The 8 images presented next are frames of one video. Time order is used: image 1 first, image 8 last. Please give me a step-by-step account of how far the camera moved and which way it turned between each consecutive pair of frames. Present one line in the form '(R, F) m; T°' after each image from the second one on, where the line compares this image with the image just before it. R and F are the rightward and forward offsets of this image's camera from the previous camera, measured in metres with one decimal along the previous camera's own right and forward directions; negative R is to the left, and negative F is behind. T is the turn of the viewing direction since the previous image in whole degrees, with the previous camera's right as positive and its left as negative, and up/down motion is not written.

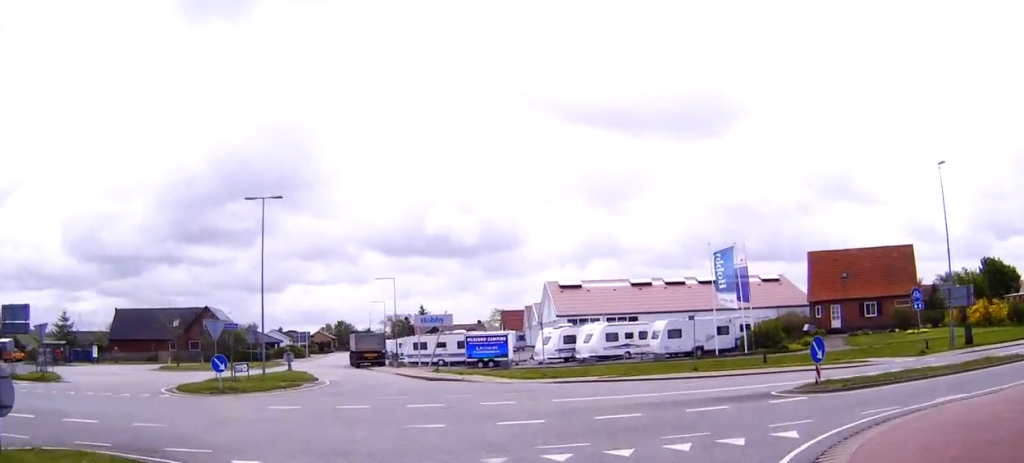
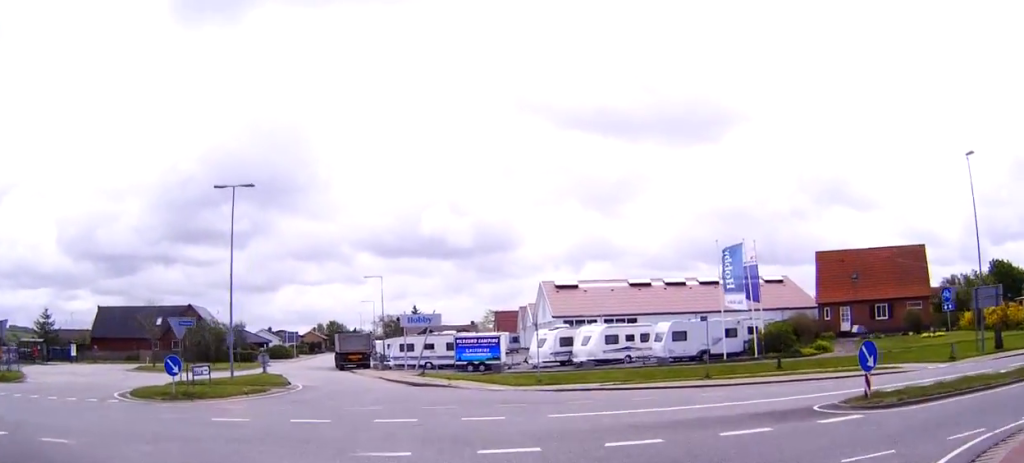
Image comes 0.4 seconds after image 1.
(0.0, +3.7) m; 0°
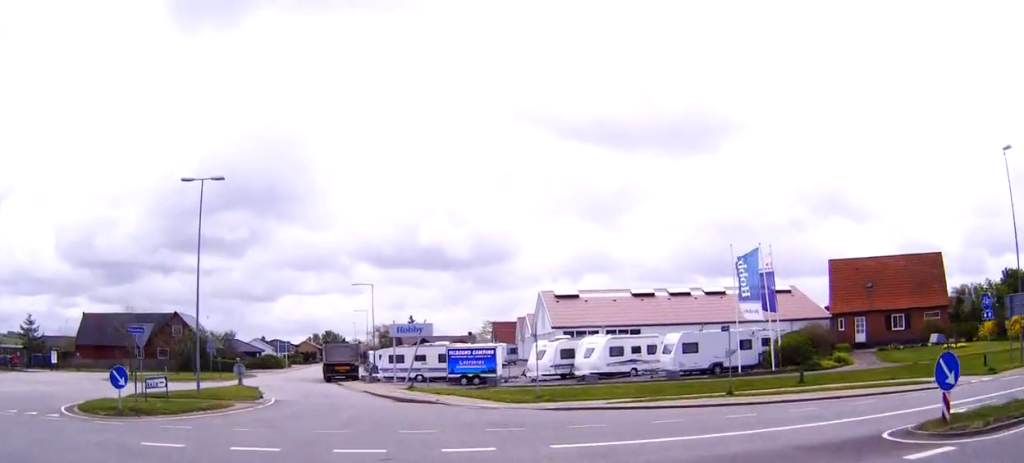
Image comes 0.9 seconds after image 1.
(0.0, +3.9) m; 0°
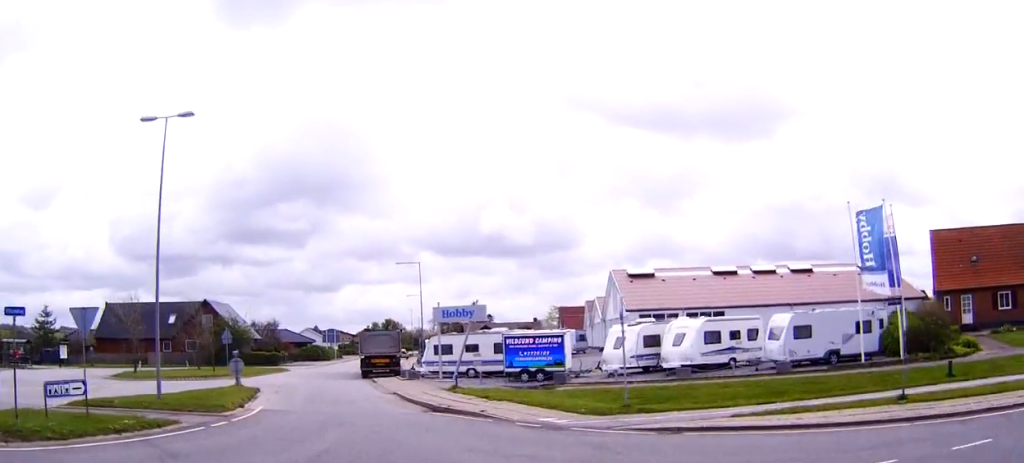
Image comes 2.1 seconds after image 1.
(-0.1, +9.3) m; -3°
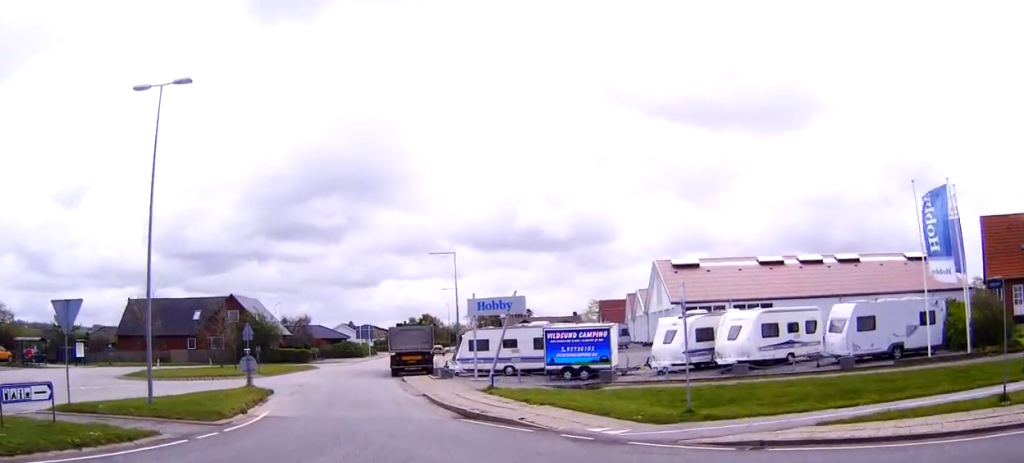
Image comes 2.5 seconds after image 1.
(-0.2, +3.0) m; -3°
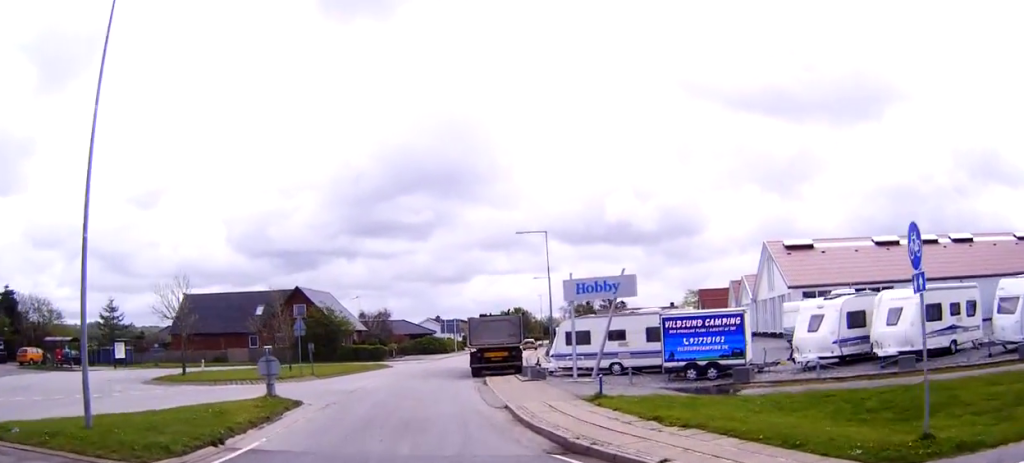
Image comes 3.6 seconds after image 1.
(-0.5, +7.2) m; -7°
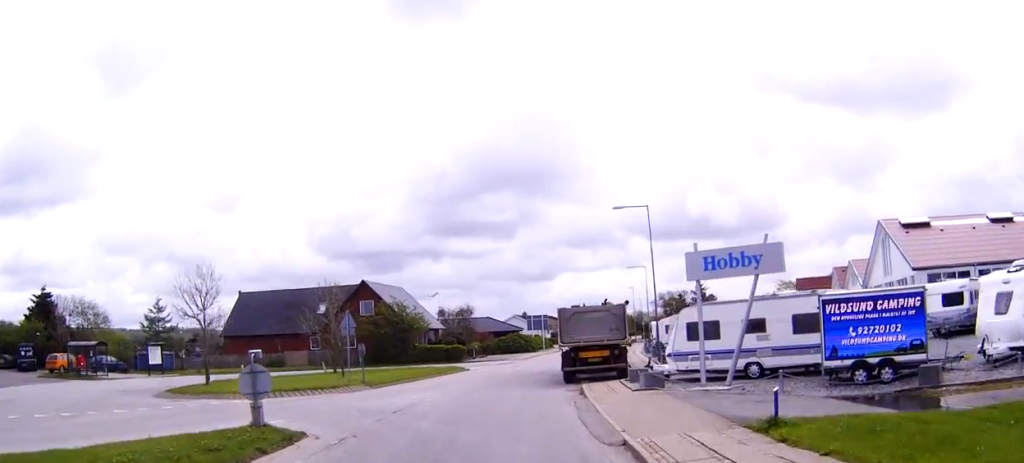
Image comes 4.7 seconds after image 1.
(-0.3, +7.4) m; -4°
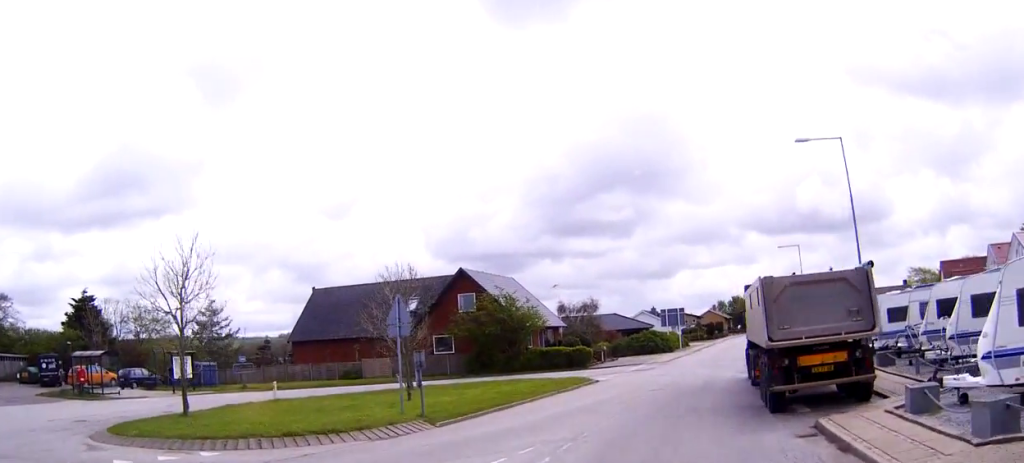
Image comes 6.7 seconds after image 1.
(-1.1, +13.0) m; -10°
